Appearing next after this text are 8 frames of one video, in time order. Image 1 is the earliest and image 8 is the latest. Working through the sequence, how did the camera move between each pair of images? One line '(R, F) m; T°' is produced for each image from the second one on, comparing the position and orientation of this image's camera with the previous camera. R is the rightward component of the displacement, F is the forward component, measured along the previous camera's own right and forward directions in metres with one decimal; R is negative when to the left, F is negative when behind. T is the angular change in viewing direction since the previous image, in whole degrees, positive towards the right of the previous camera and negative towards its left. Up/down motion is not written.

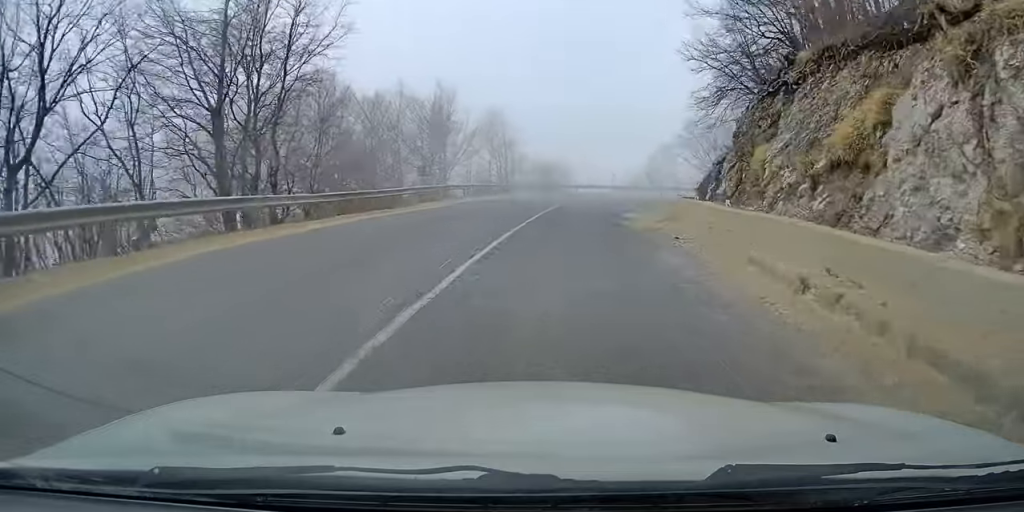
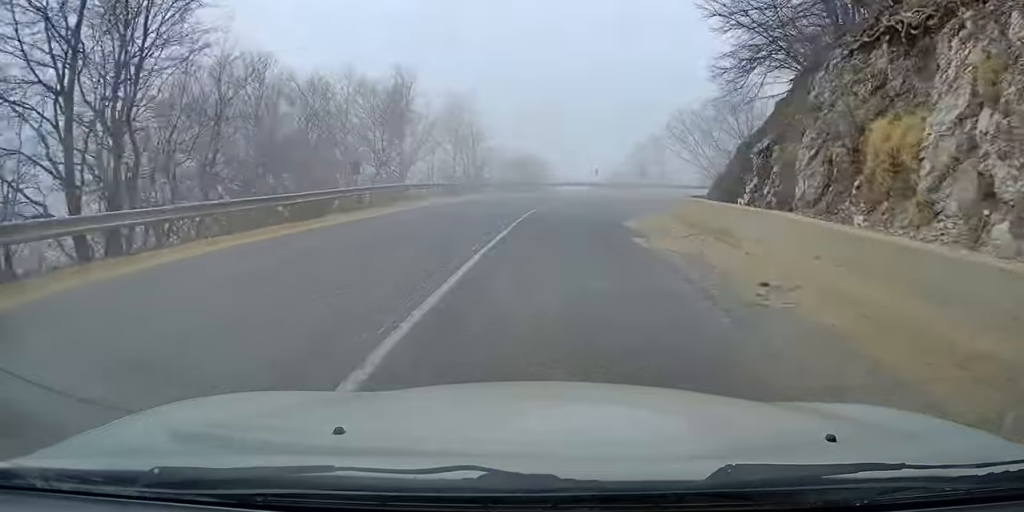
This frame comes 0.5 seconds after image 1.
(+0.2, +7.0) m; +3°
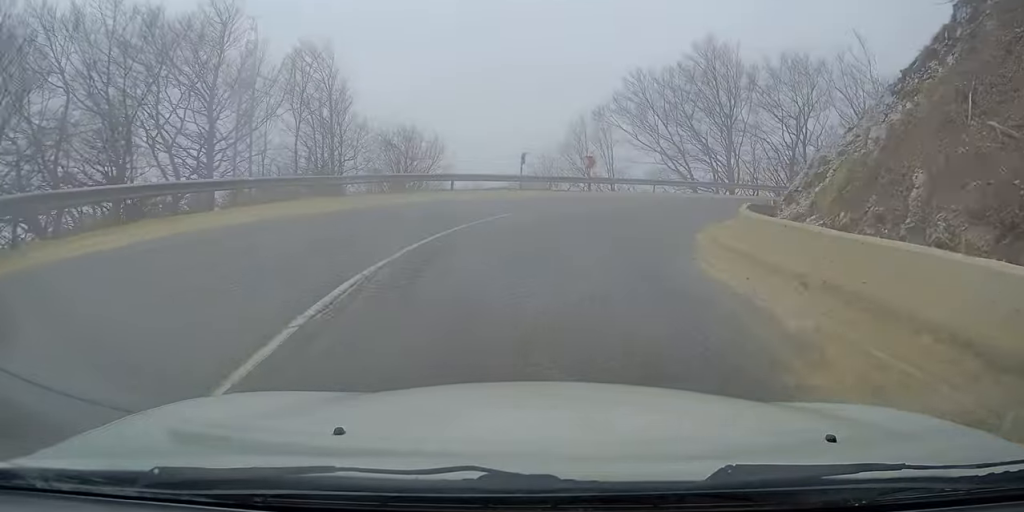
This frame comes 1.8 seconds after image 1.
(+0.9, +16.9) m; +6°
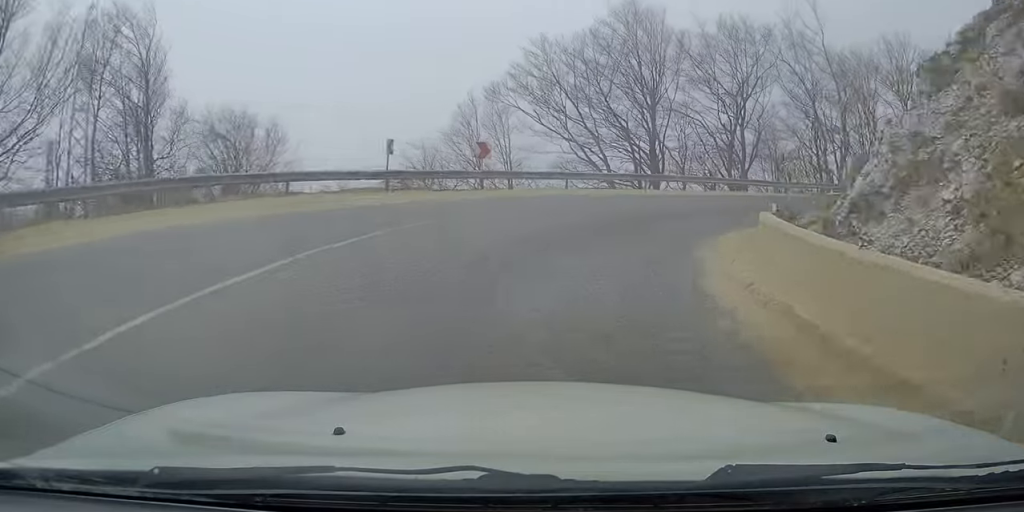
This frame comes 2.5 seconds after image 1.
(0.0, +7.7) m; +6°
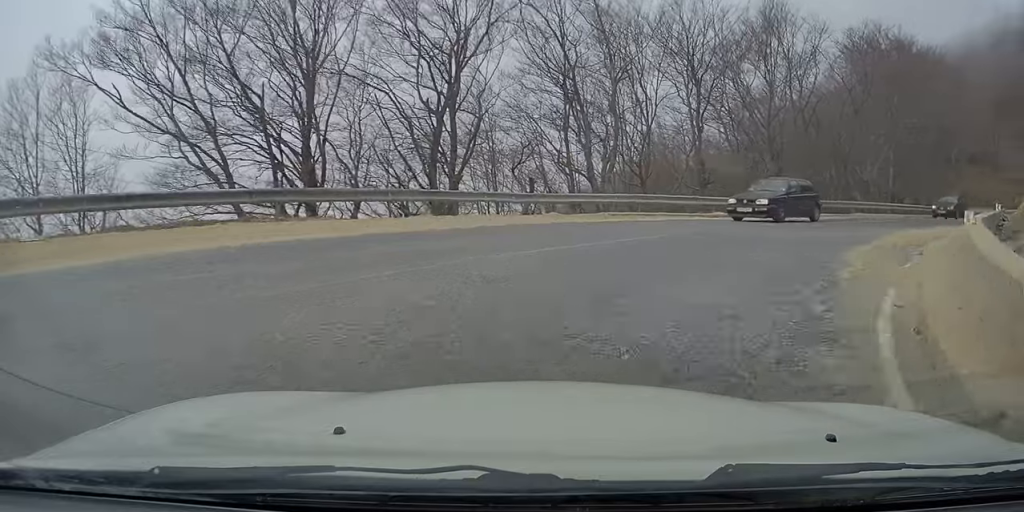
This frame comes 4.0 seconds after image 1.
(+1.3, +13.1) m; +12°
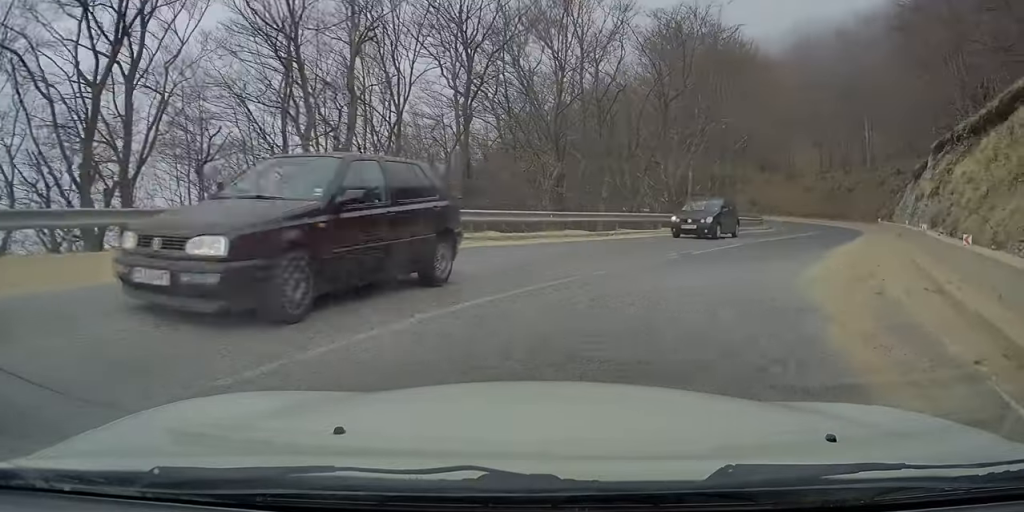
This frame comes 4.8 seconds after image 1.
(0.0, +6.4) m; +19°
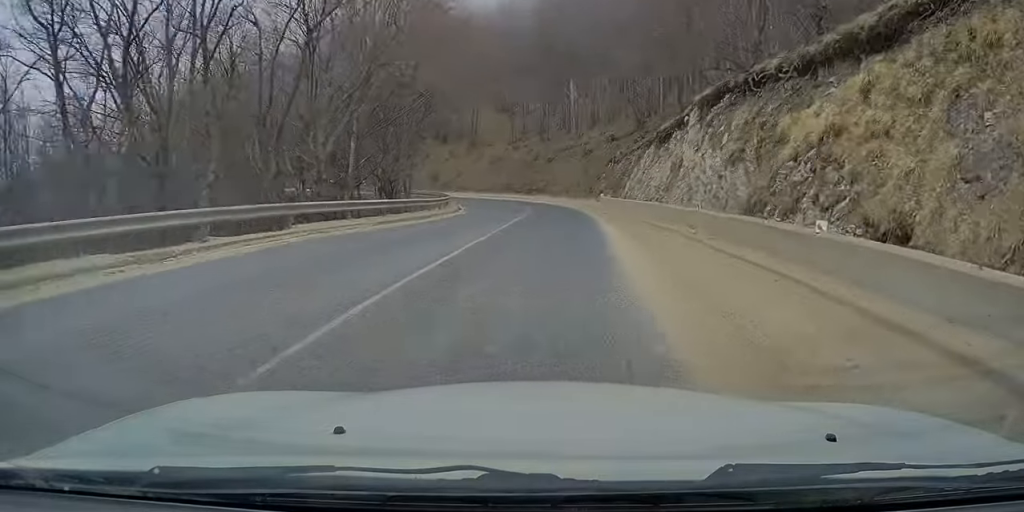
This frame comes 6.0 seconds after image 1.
(+3.6, +7.9) m; +37°
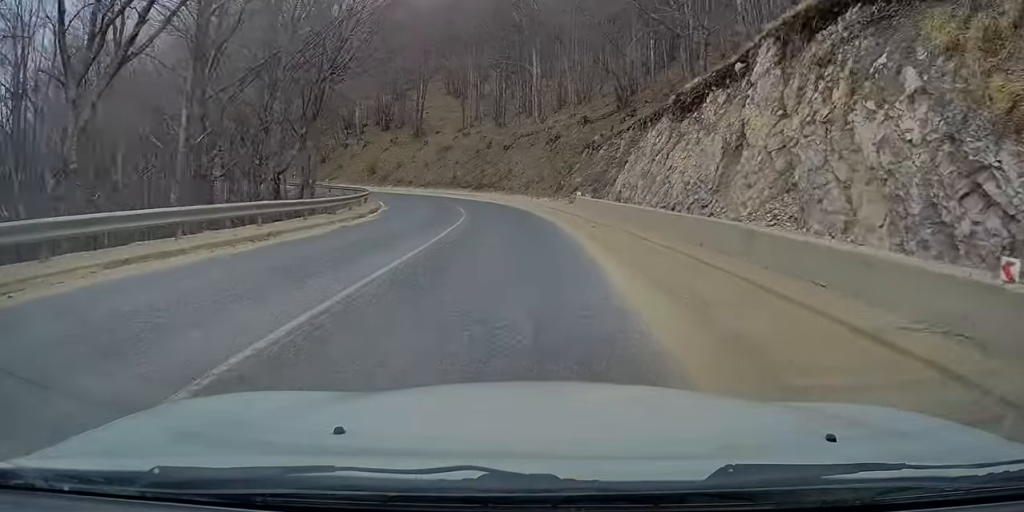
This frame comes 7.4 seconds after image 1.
(+2.2, +10.0) m; +16°
